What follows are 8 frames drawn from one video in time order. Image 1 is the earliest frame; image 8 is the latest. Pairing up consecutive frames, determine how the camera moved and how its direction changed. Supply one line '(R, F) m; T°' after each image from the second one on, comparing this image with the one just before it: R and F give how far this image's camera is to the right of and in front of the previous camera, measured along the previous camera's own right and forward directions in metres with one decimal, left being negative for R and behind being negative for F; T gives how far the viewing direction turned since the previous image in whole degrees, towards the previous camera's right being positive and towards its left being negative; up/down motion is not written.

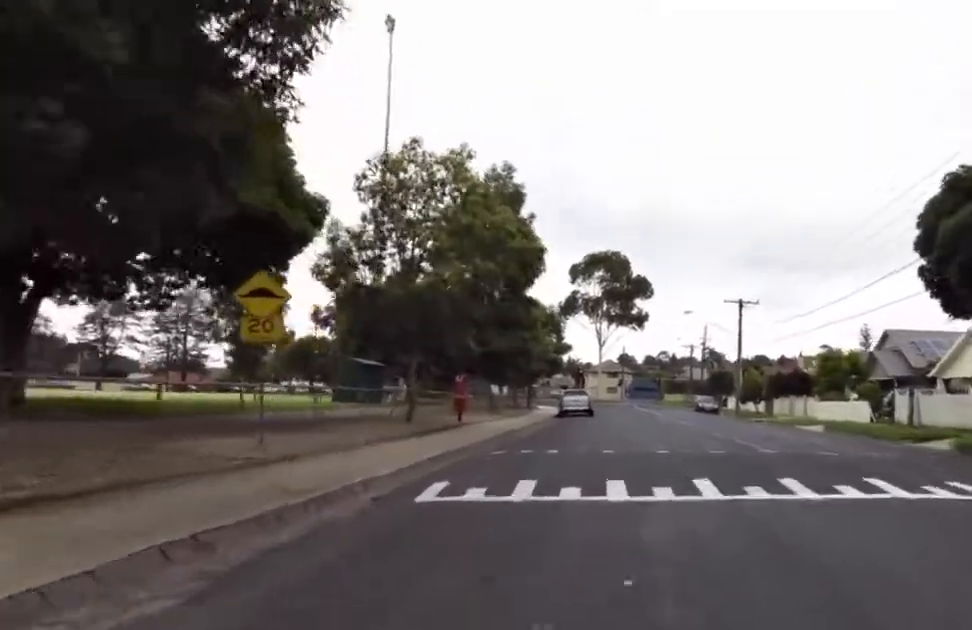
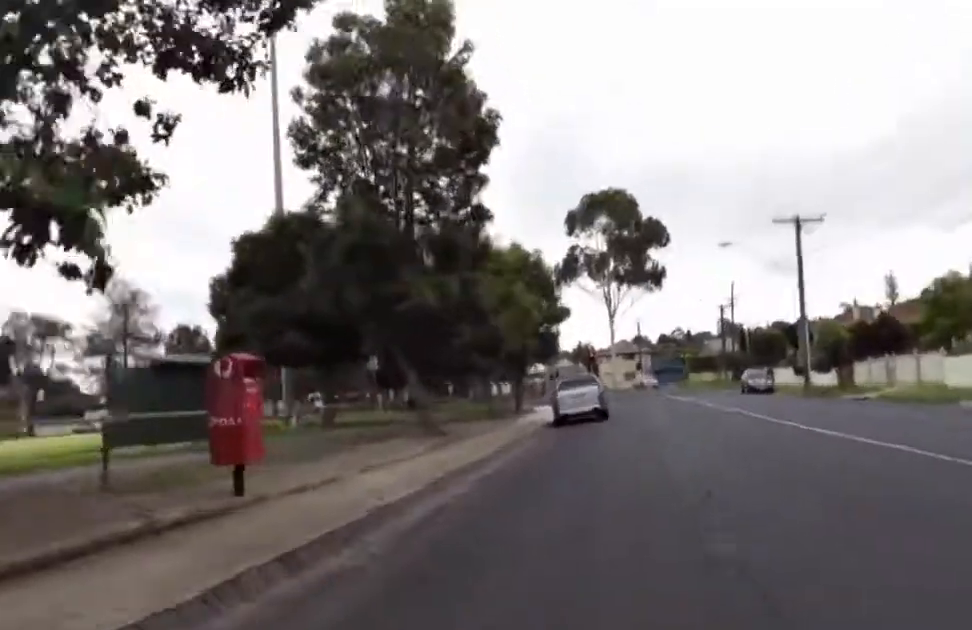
(-0.4, +15.8) m; -7°
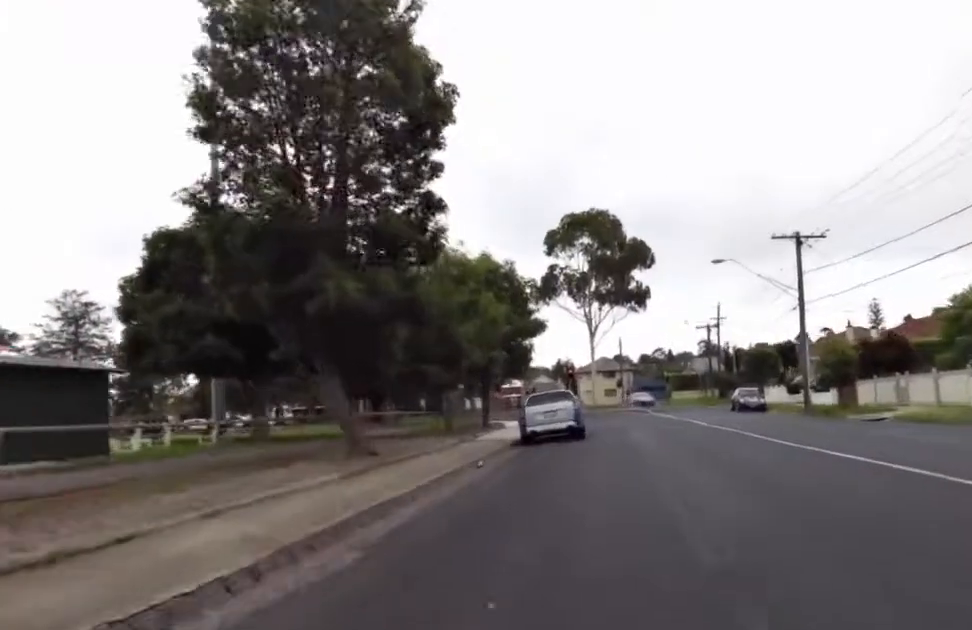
(0.0, +4.1) m; +2°
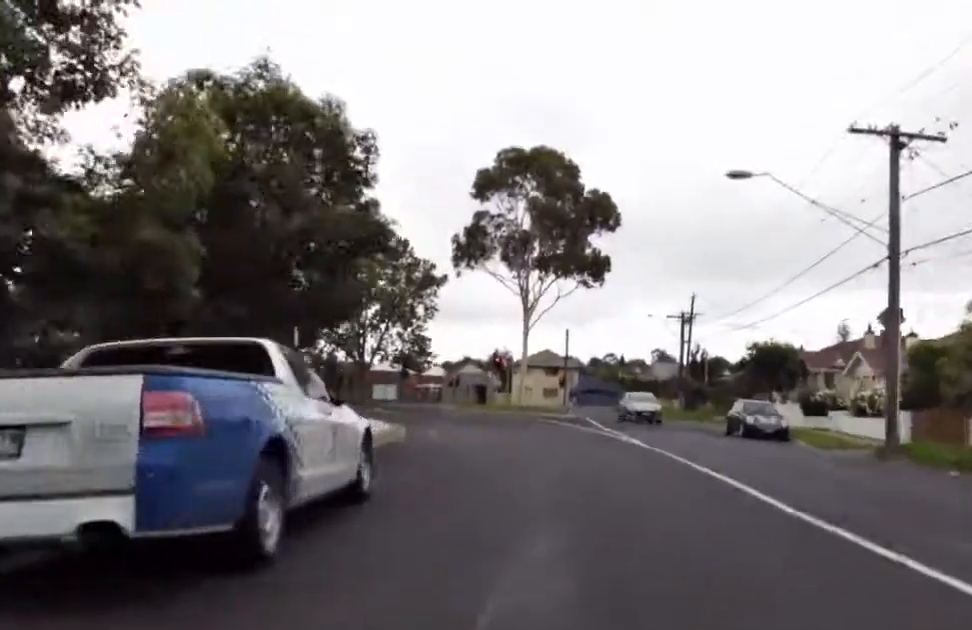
(+2.4, +18.5) m; +7°
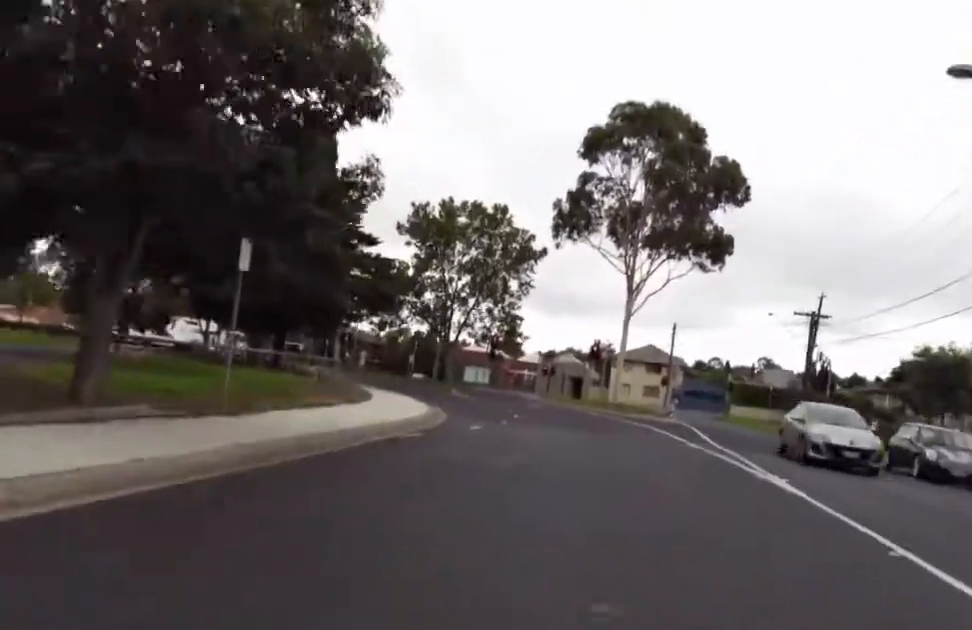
(-0.5, +7.7) m; -7°
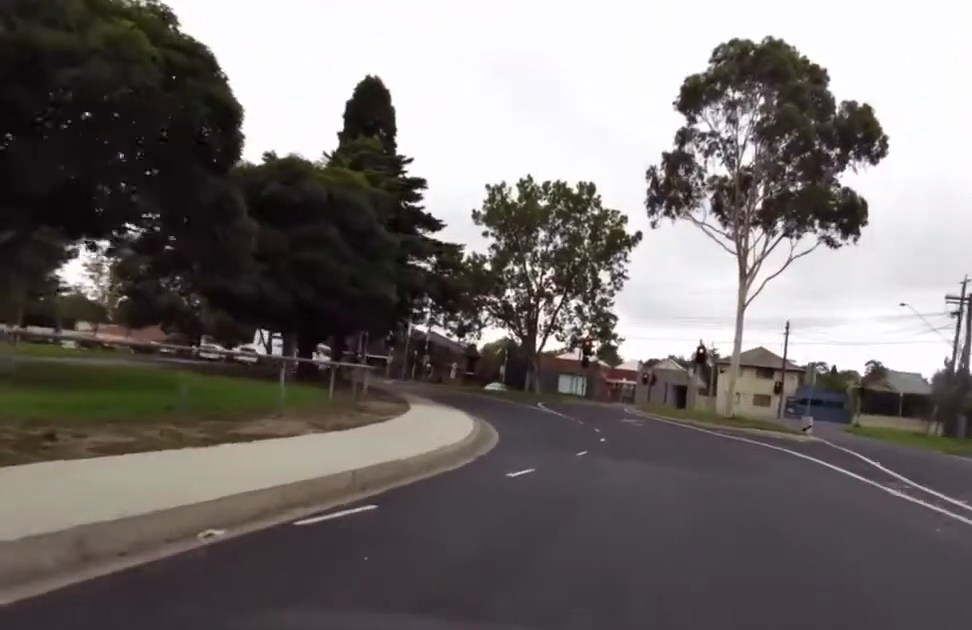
(-0.4, +7.4) m; -9°
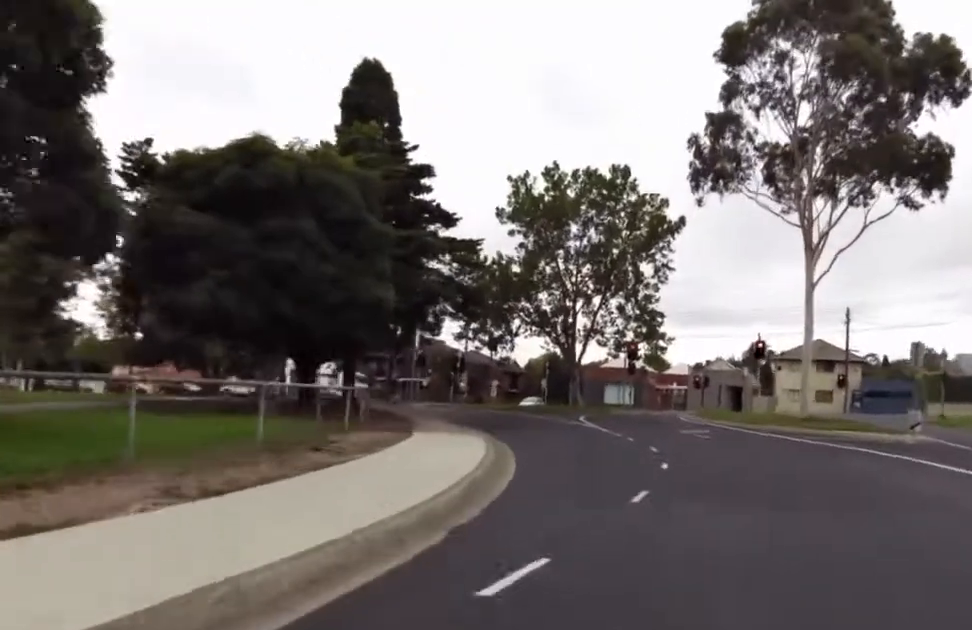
(+0.1, +4.8) m; -6°
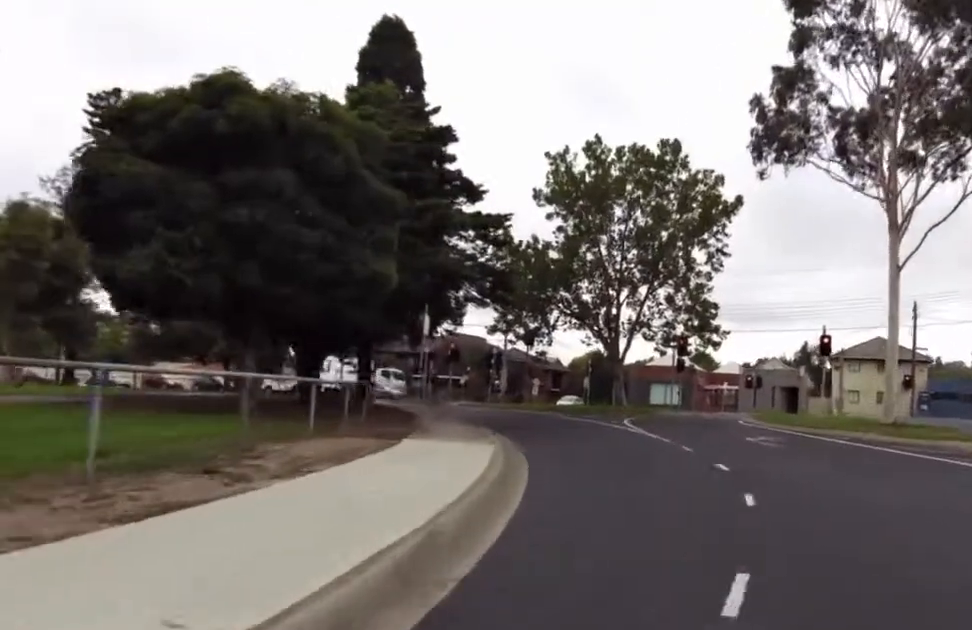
(-0.7, +4.2) m; -4°
